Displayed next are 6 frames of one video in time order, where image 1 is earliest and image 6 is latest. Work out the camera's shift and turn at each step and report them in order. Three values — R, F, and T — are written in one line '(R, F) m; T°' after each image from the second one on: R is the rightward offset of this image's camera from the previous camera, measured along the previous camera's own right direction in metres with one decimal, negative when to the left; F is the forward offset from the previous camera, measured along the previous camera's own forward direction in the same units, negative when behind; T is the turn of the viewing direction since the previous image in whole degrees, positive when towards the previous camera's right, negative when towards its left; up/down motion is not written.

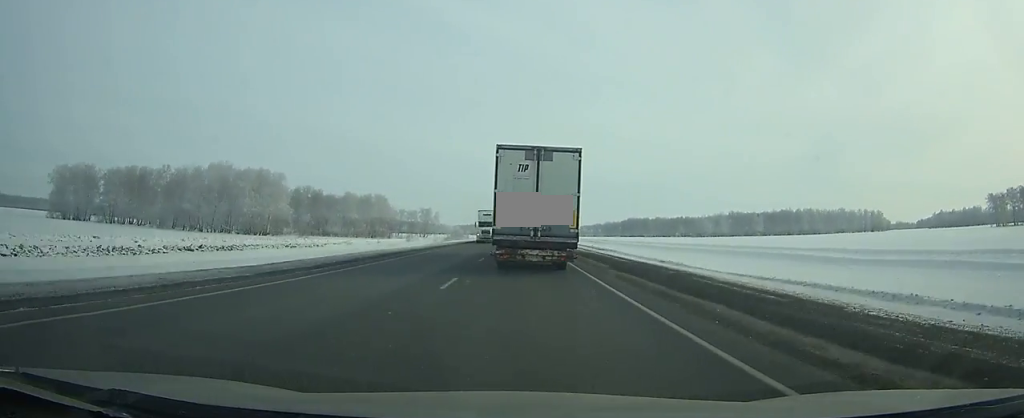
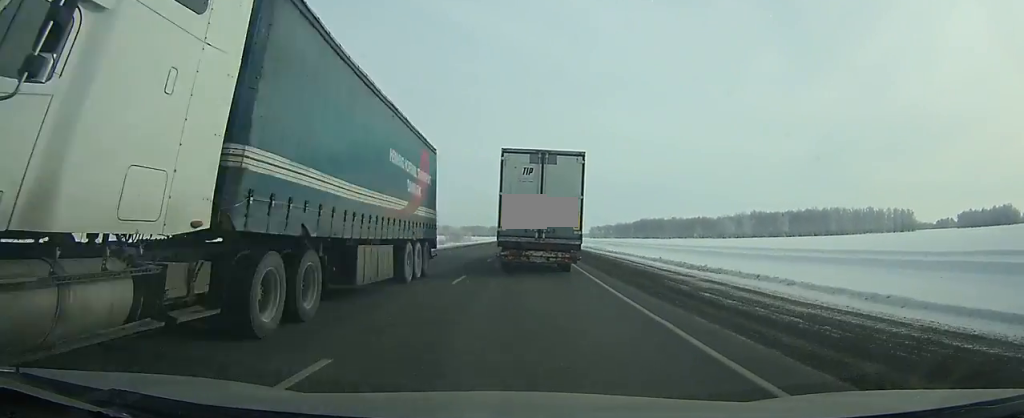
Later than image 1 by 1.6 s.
(0.0, +35.1) m; 0°
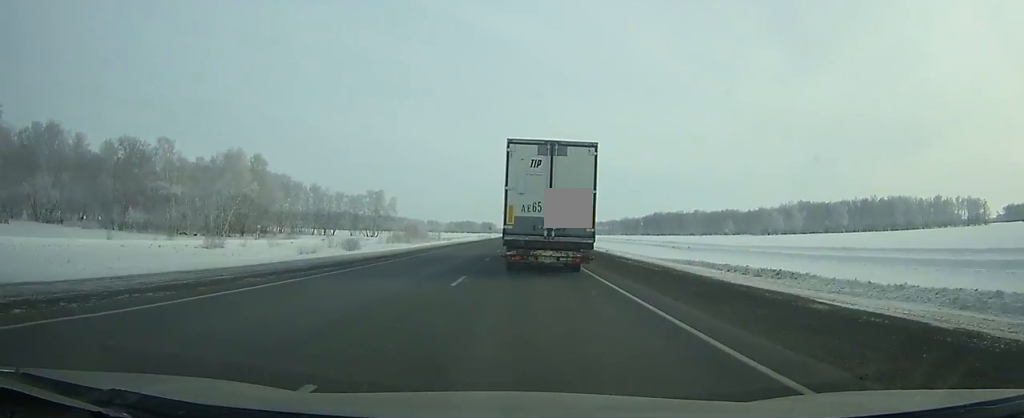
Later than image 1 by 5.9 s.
(+0.1, +92.1) m; 0°
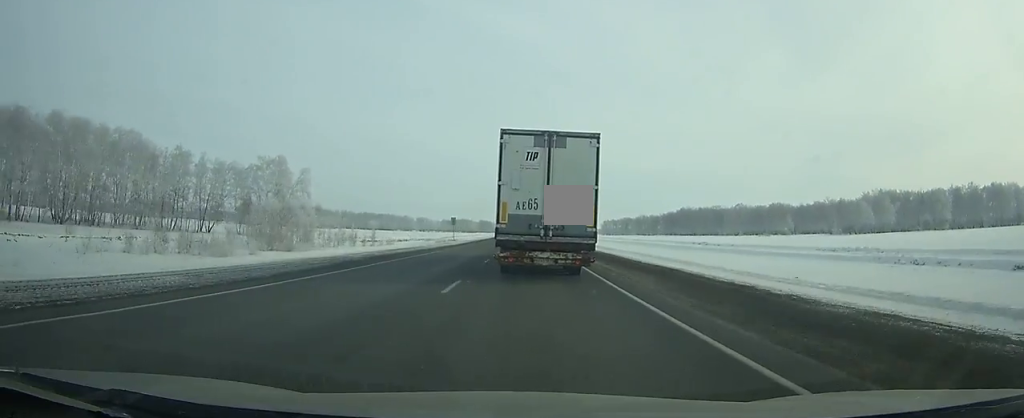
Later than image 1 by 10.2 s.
(+0.1, +95.5) m; 0°
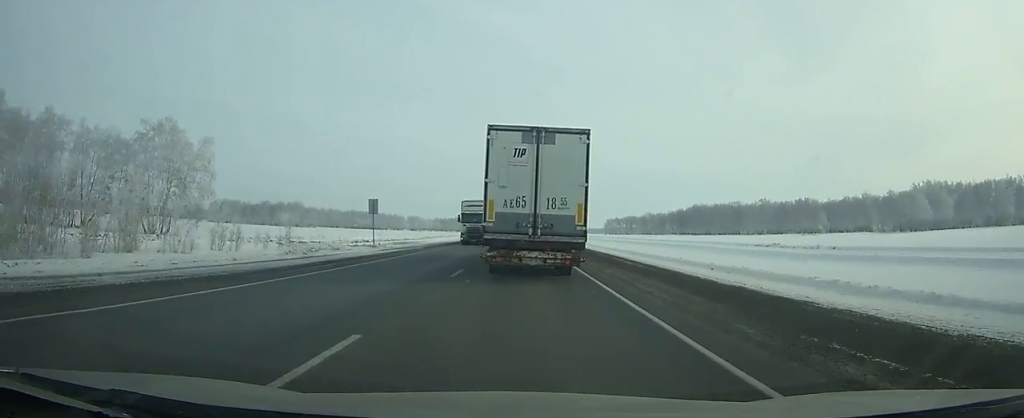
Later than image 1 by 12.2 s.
(+0.2, +46.1) m; 0°
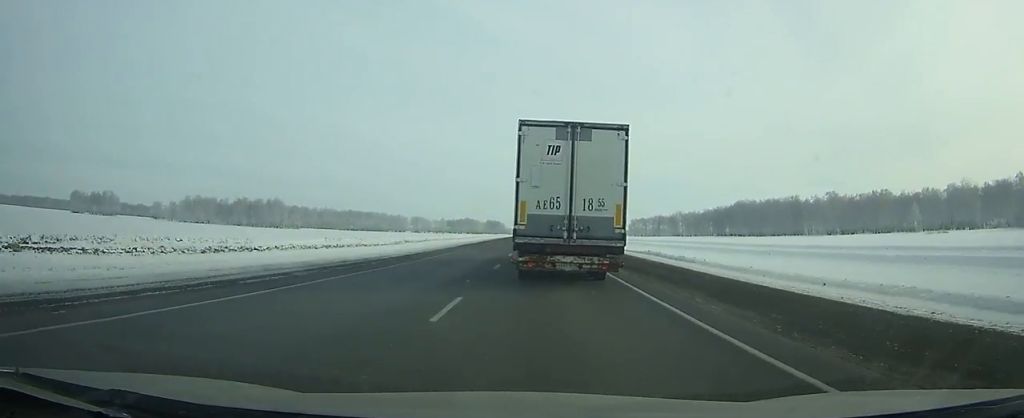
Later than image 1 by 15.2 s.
(-0.5, +71.0) m; -1°
